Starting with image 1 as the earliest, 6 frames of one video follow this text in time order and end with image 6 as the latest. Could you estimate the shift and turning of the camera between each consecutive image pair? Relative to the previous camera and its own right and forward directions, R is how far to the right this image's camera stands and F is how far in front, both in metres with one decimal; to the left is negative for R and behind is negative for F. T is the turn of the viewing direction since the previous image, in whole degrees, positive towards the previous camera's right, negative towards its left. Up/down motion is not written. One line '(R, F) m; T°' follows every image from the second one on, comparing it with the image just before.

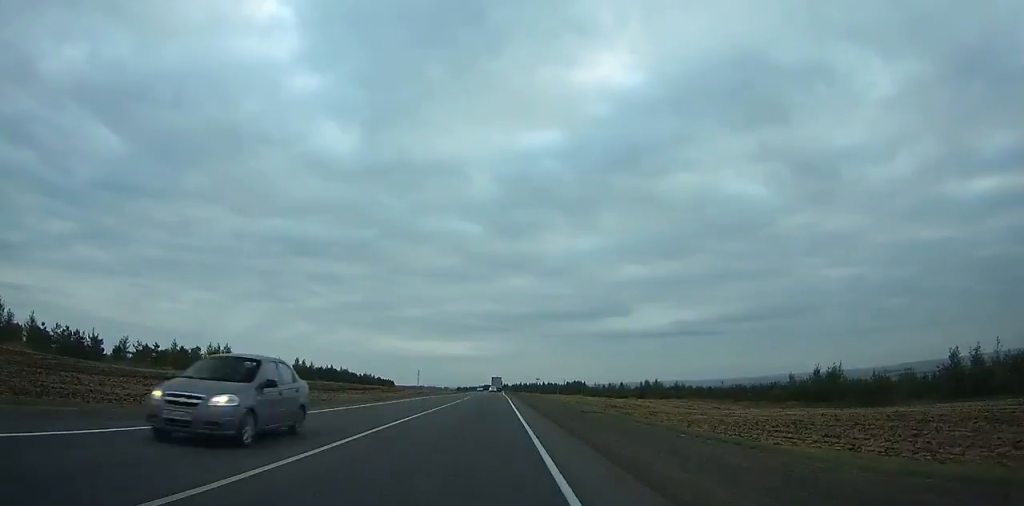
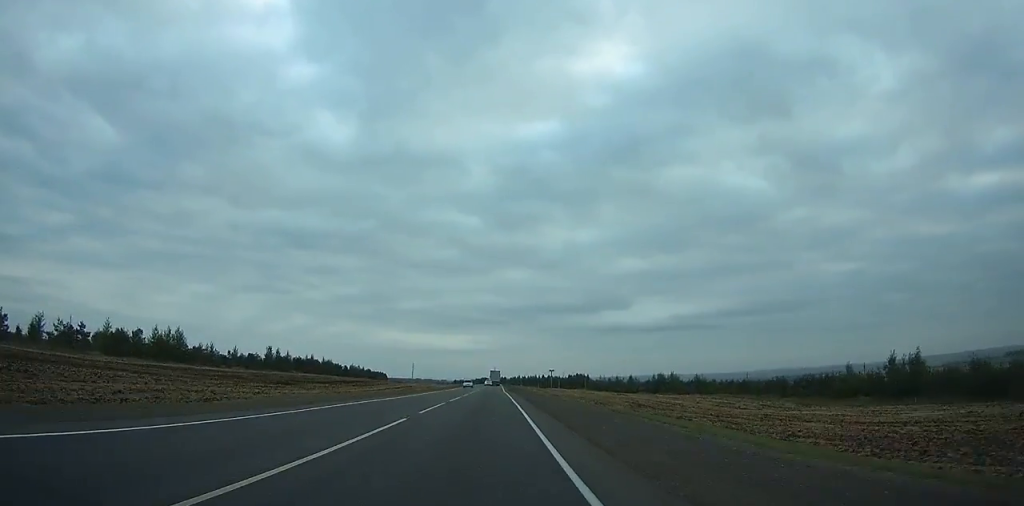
(+0.2, +26.0) m; 0°
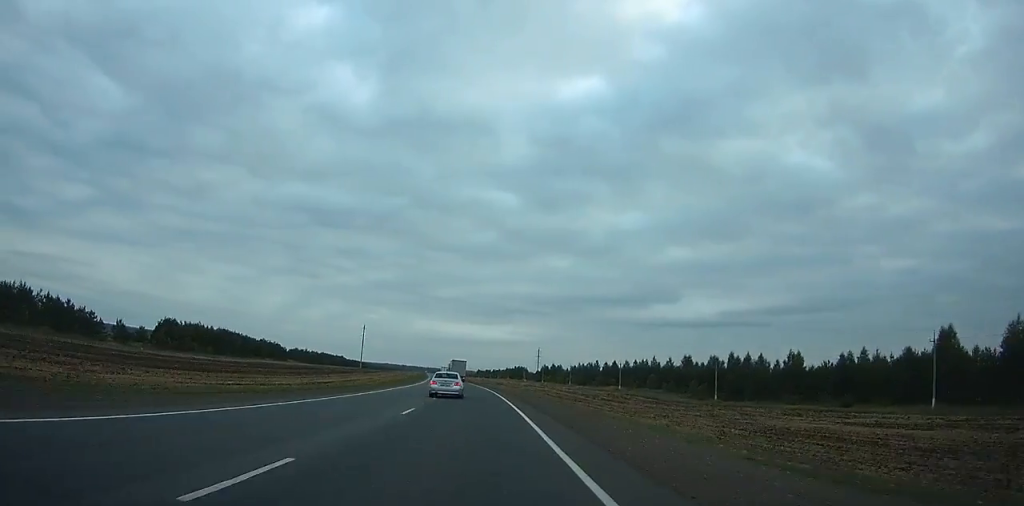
(-1.0, +361.2) m; -3°
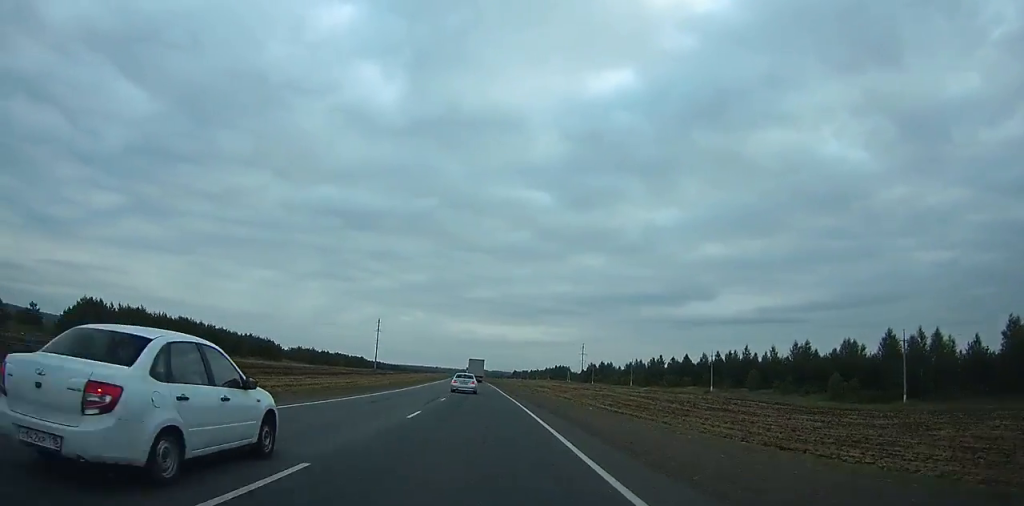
(-1.7, +50.9) m; -3°
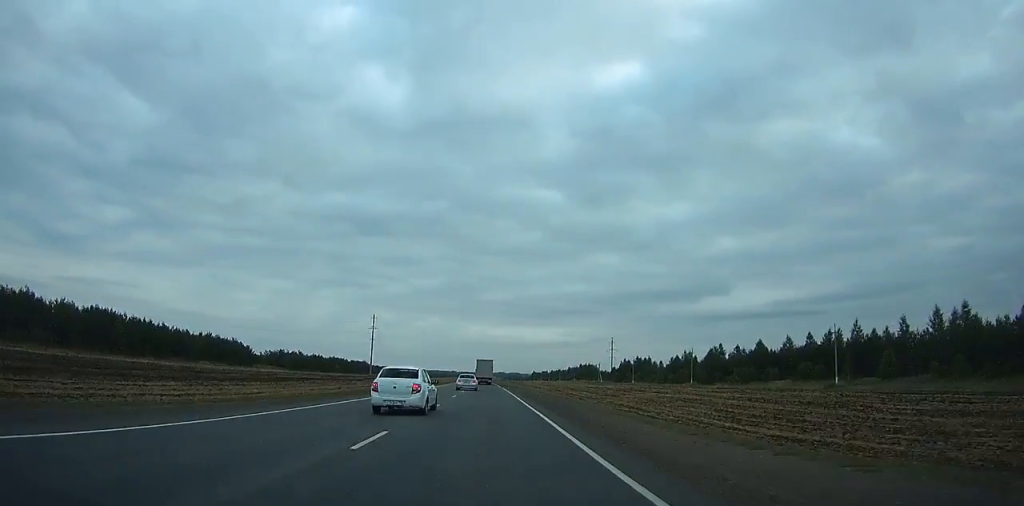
(-1.2, +43.7) m; -2°
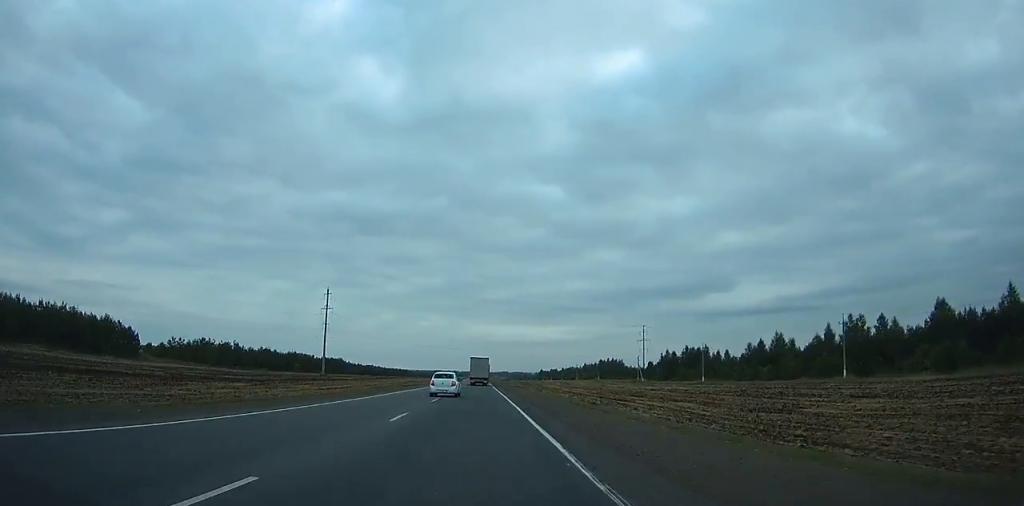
(-1.6, +65.2) m; -2°
